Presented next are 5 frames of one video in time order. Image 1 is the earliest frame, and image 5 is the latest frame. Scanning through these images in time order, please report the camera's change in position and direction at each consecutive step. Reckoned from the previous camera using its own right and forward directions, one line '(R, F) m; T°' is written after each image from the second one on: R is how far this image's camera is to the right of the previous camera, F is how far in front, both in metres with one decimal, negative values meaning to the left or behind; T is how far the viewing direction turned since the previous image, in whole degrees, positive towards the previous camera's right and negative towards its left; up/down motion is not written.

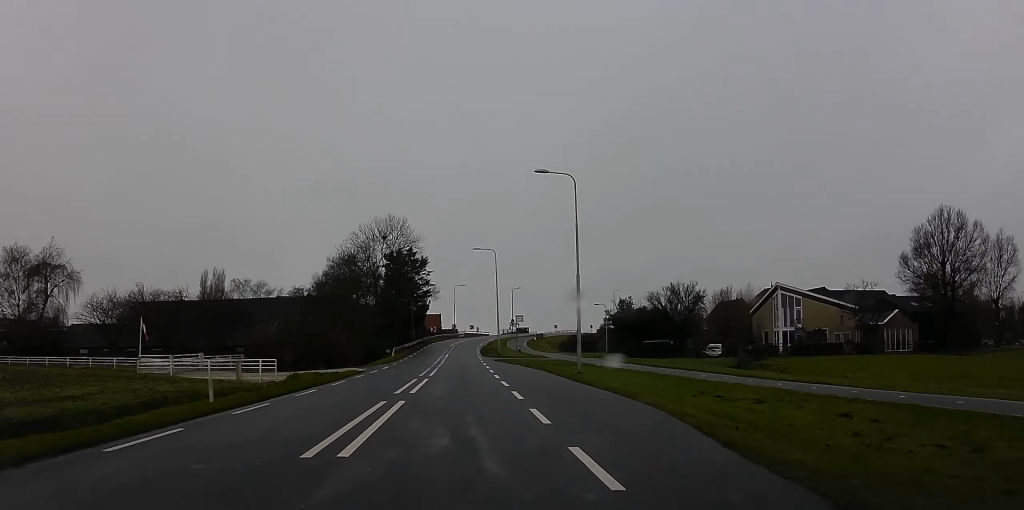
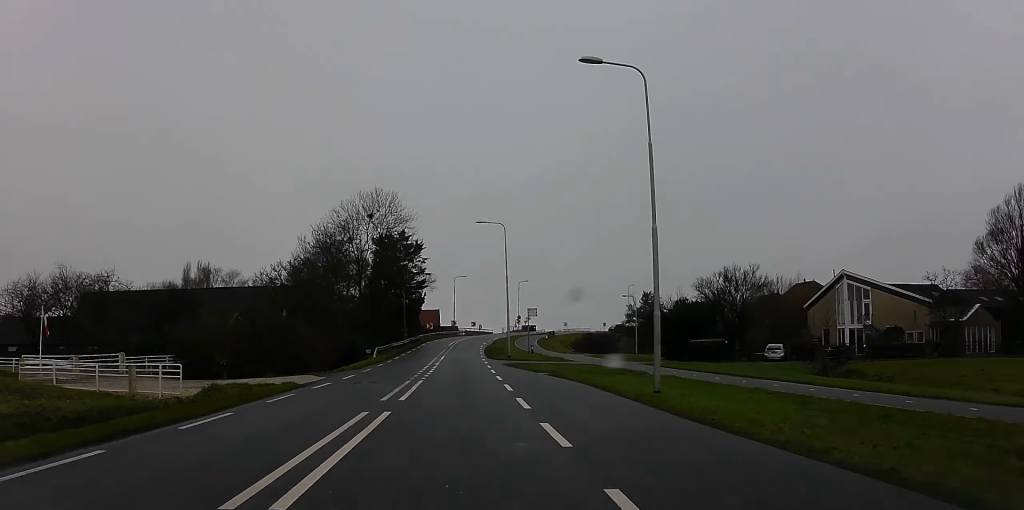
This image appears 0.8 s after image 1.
(+0.3, +14.8) m; -4°
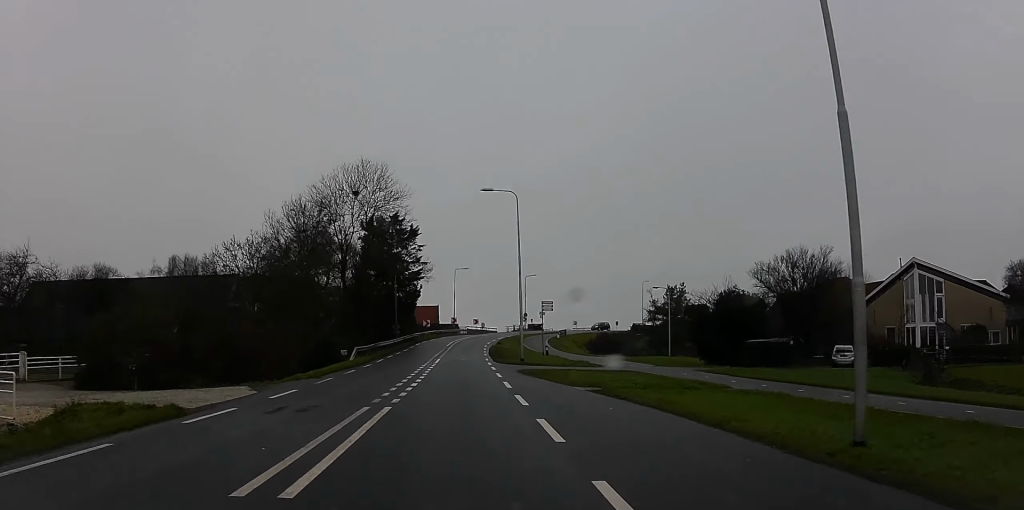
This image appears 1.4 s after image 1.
(-1.0, +11.4) m; -1°
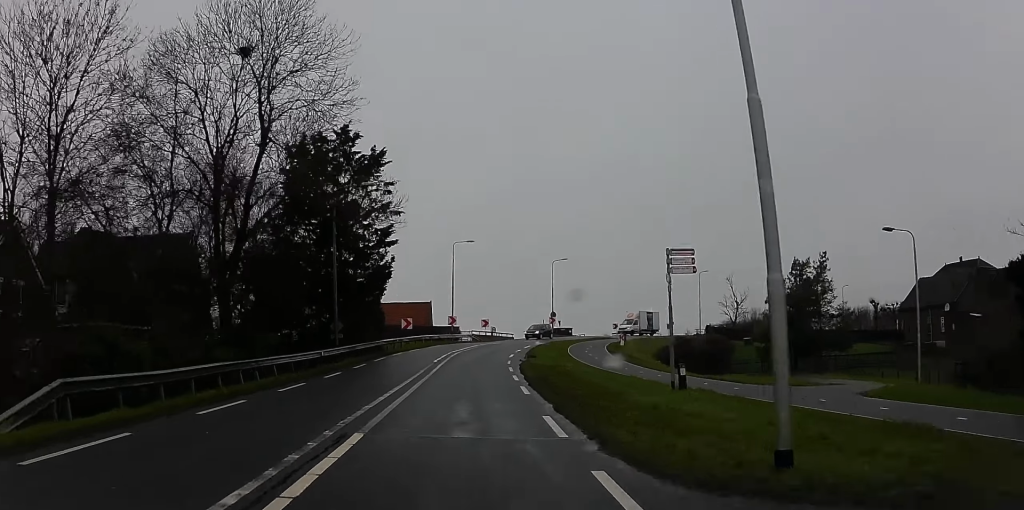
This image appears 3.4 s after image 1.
(+1.3, +34.2) m; +2°
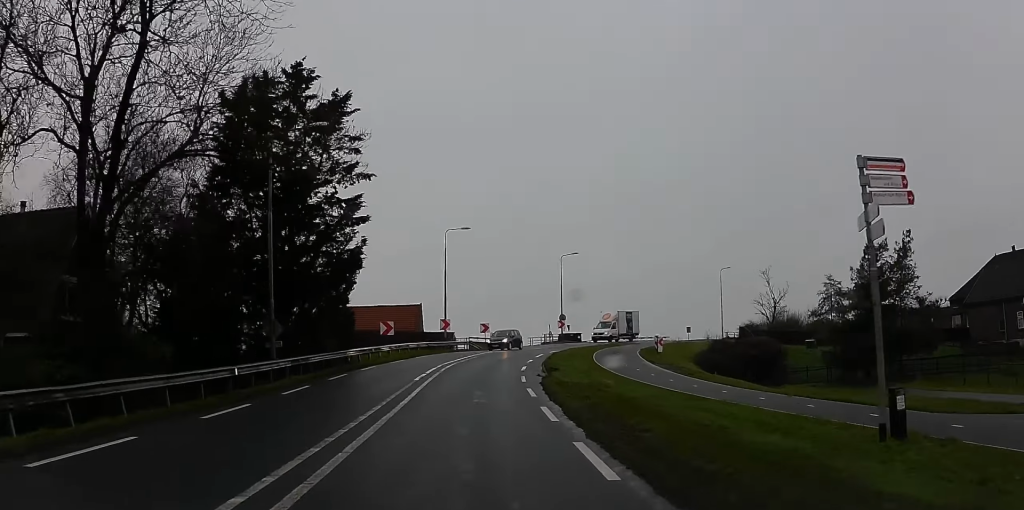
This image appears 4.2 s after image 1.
(-0.2, +11.9) m; 0°
